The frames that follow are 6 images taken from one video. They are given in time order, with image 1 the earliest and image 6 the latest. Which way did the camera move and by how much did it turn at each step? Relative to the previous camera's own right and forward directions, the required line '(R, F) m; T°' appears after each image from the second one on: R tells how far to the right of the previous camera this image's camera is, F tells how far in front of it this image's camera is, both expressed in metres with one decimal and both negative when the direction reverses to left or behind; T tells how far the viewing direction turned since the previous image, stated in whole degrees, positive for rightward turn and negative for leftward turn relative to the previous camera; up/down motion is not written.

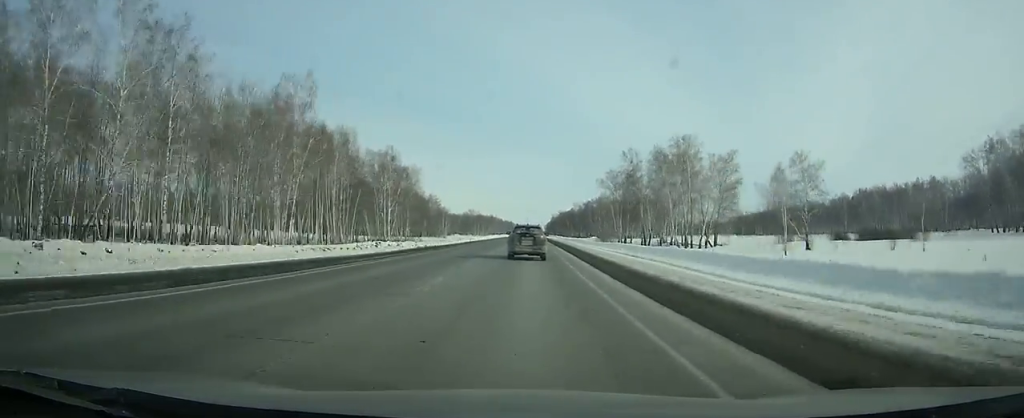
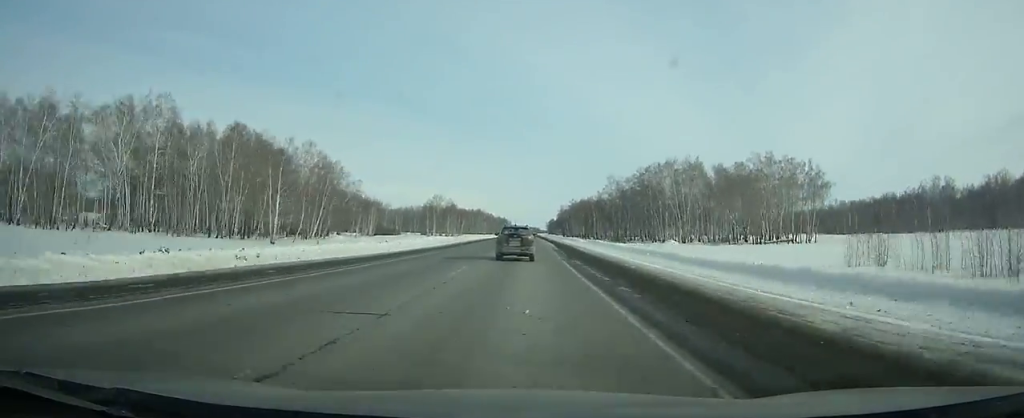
(-0.5, +173.3) m; 0°
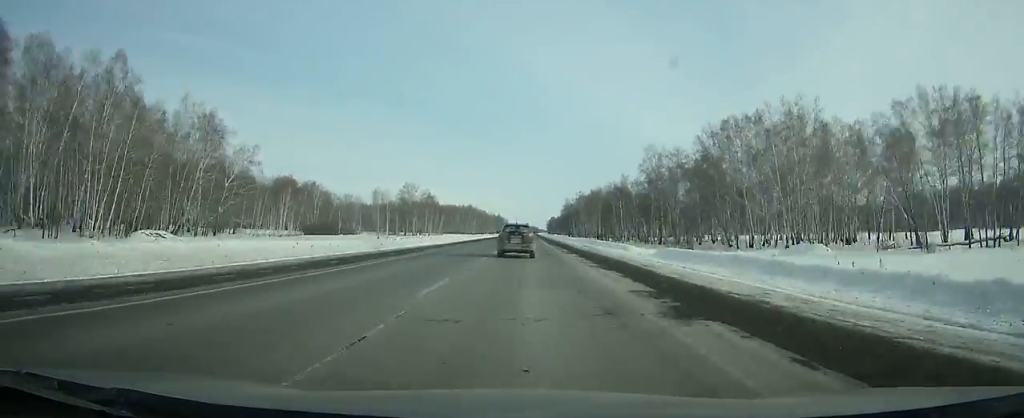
(0.0, +69.3) m; 0°
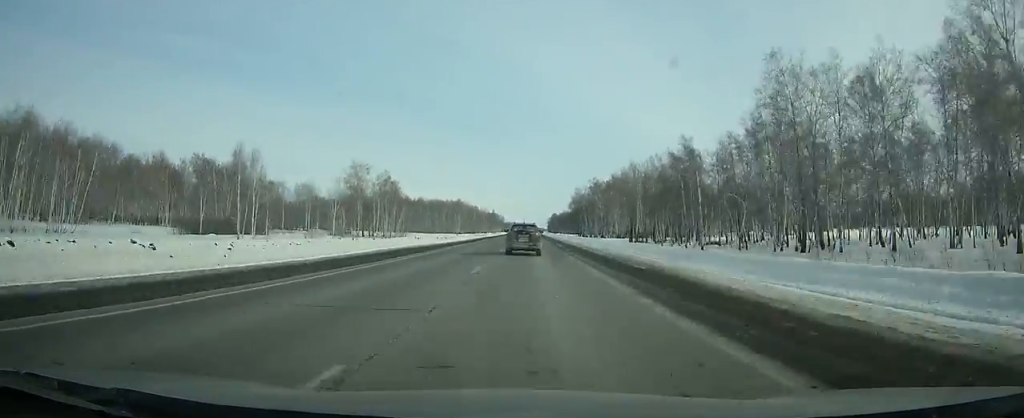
(0.0, +74.7) m; 0°
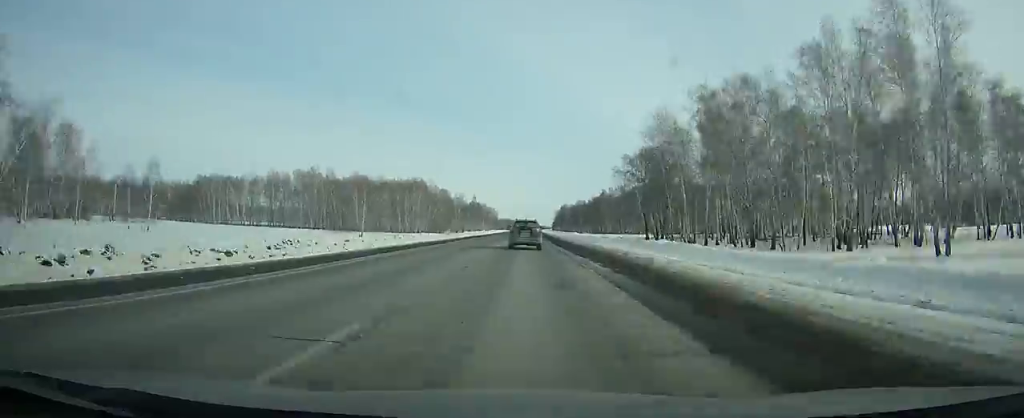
(+0.9, +157.7) m; 0°
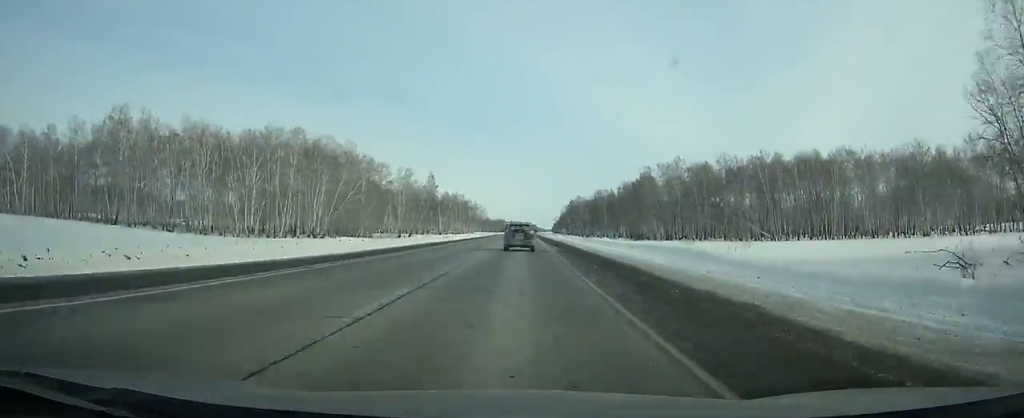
(-0.2, +125.4) m; 0°
